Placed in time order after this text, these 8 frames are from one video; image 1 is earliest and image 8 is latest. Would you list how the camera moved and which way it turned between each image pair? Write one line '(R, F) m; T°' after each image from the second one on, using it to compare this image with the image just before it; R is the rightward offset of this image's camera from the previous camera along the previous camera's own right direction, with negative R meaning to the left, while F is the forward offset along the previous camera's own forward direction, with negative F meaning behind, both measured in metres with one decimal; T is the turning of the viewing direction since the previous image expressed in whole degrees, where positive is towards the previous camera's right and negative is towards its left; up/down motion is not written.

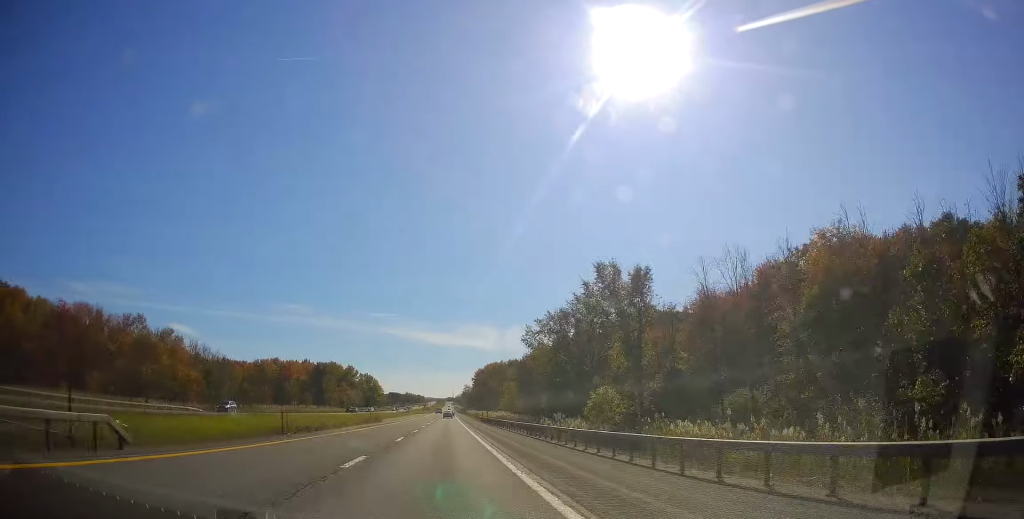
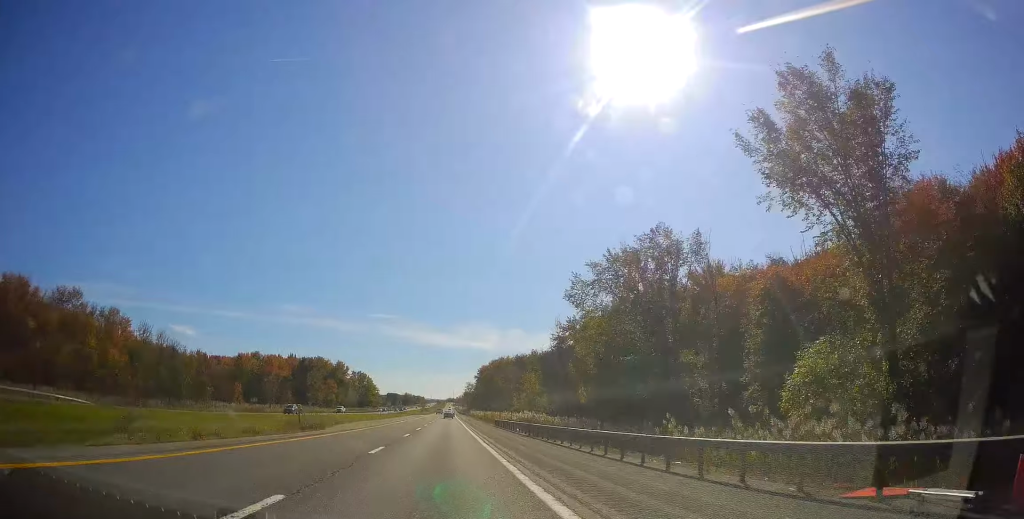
(0.0, +32.2) m; 0°
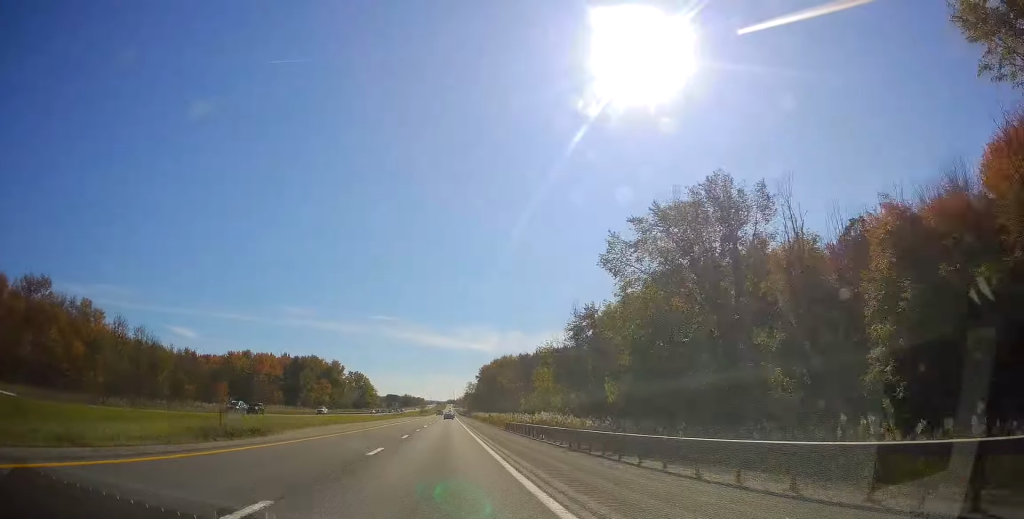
(+0.2, +12.6) m; 0°
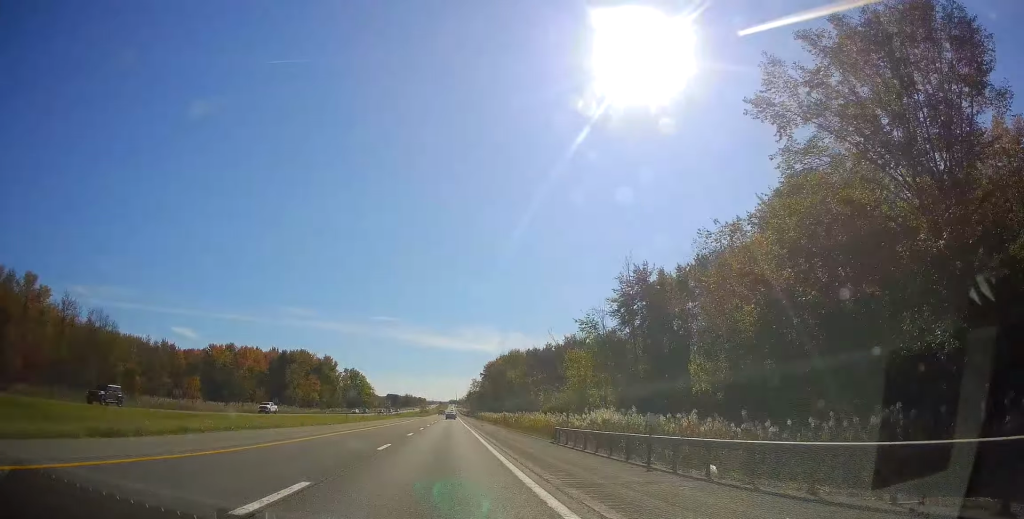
(-0.3, +22.3) m; -1°
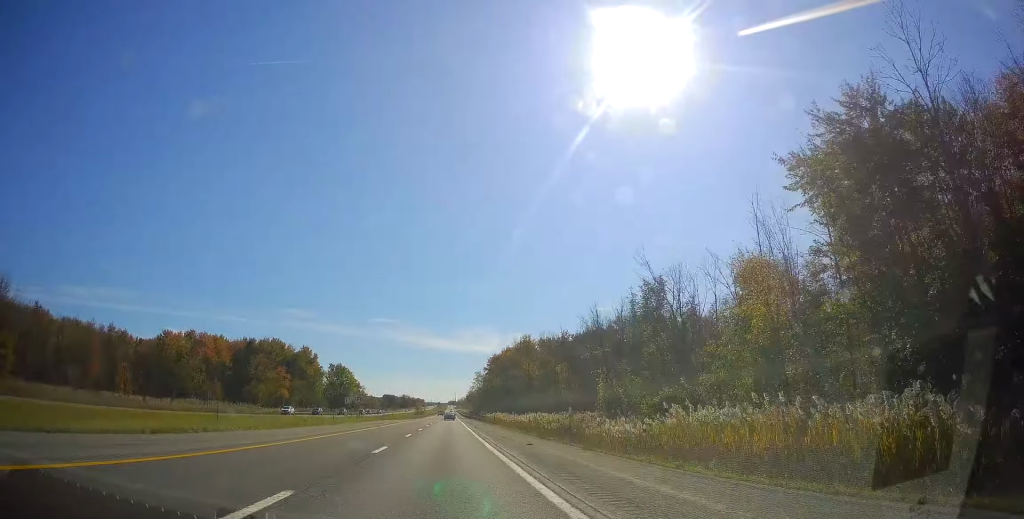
(0.0, +37.7) m; 0°
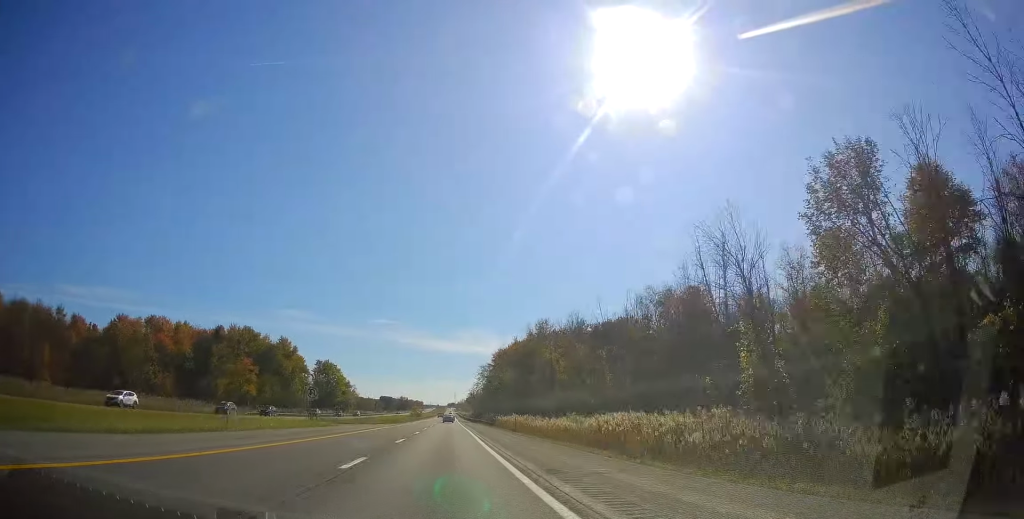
(+0.1, +29.1) m; -1°
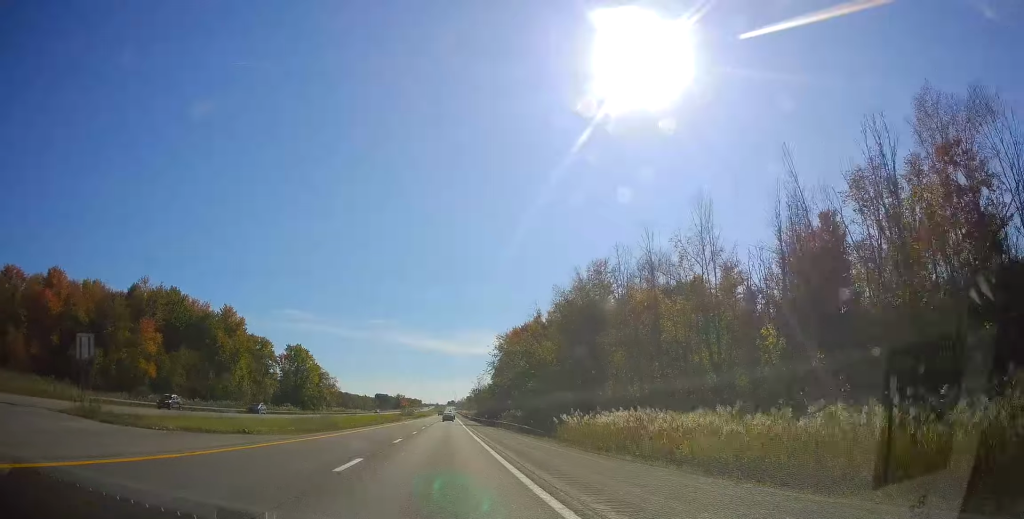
(-0.4, +49.9) m; 0°
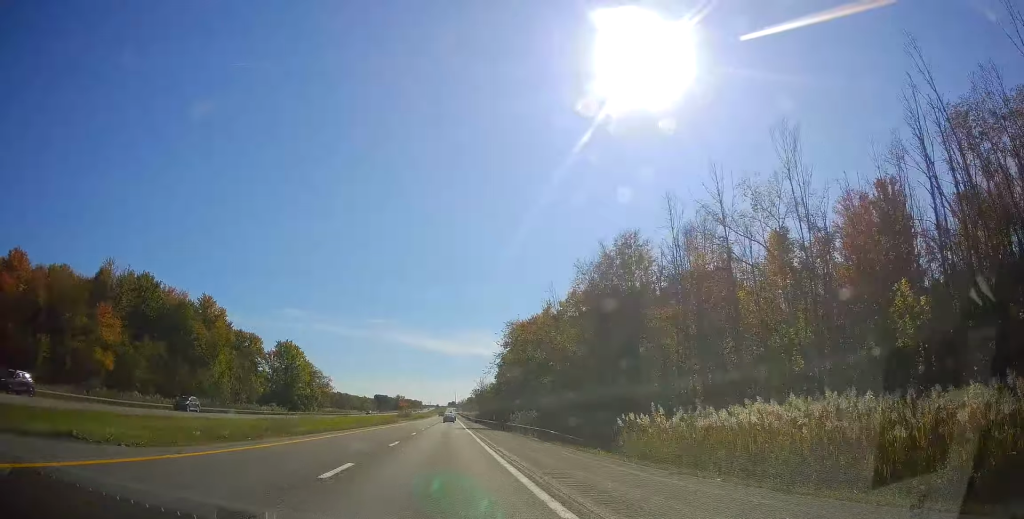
(0.0, +13.3) m; 0°
